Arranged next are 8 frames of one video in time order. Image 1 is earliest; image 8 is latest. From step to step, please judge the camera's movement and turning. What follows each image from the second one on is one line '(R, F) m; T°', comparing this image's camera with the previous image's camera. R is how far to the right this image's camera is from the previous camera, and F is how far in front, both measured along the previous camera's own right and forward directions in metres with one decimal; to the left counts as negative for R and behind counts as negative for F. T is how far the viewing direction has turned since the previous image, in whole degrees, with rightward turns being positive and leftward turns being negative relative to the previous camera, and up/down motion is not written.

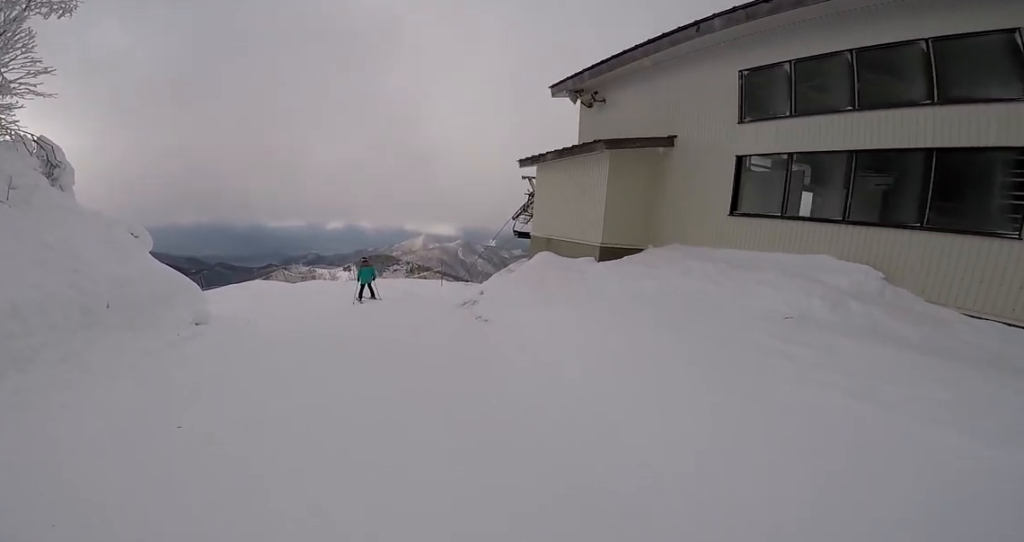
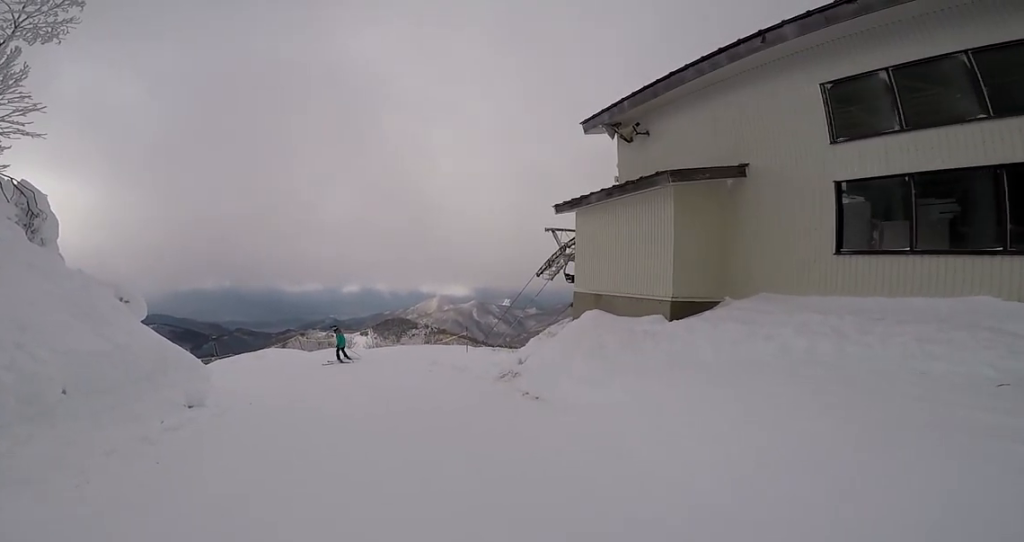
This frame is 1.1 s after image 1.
(0.0, +2.1) m; +5°
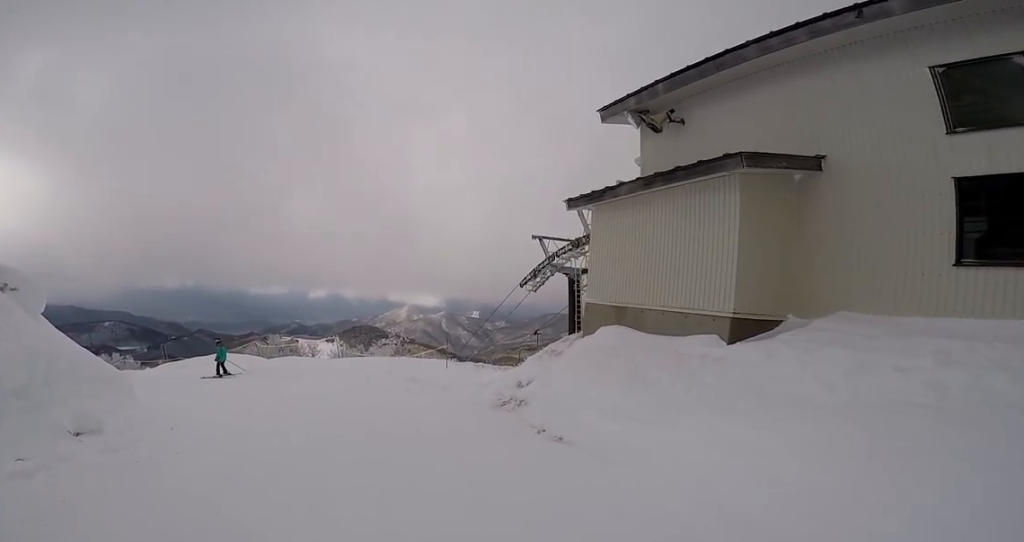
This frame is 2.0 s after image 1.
(+0.2, +2.2) m; -2°
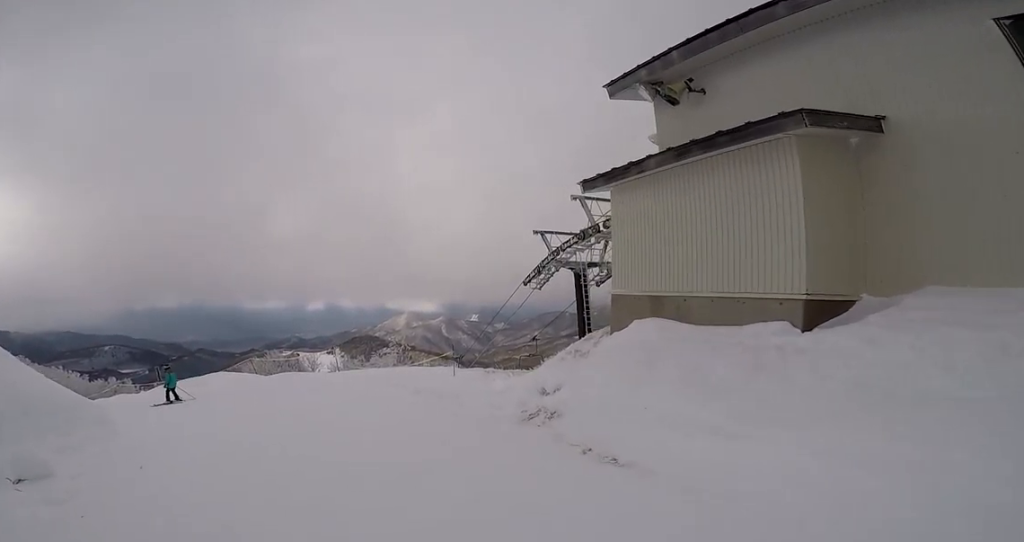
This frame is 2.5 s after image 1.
(-0.1, +1.2) m; -3°
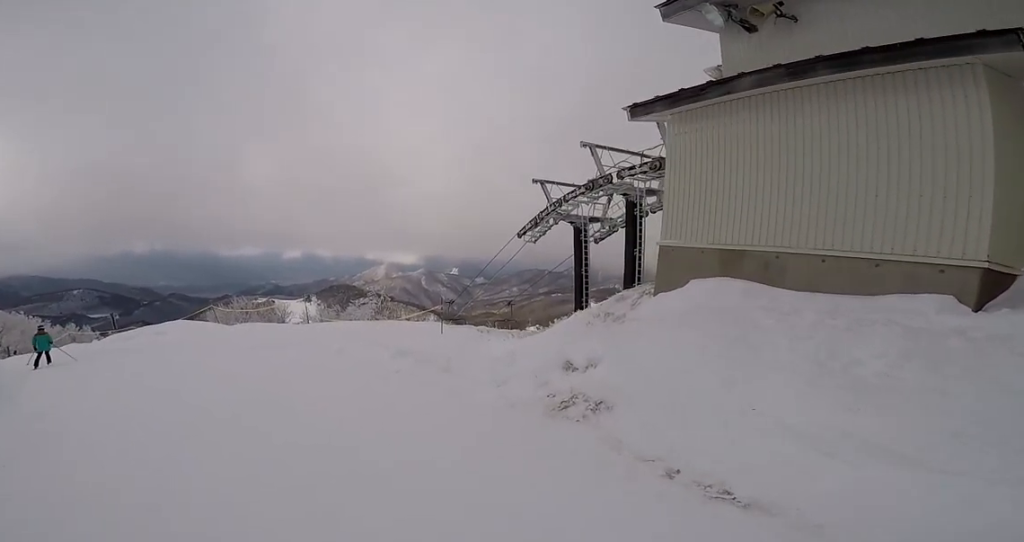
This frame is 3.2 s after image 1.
(-0.1, +1.9) m; -6°
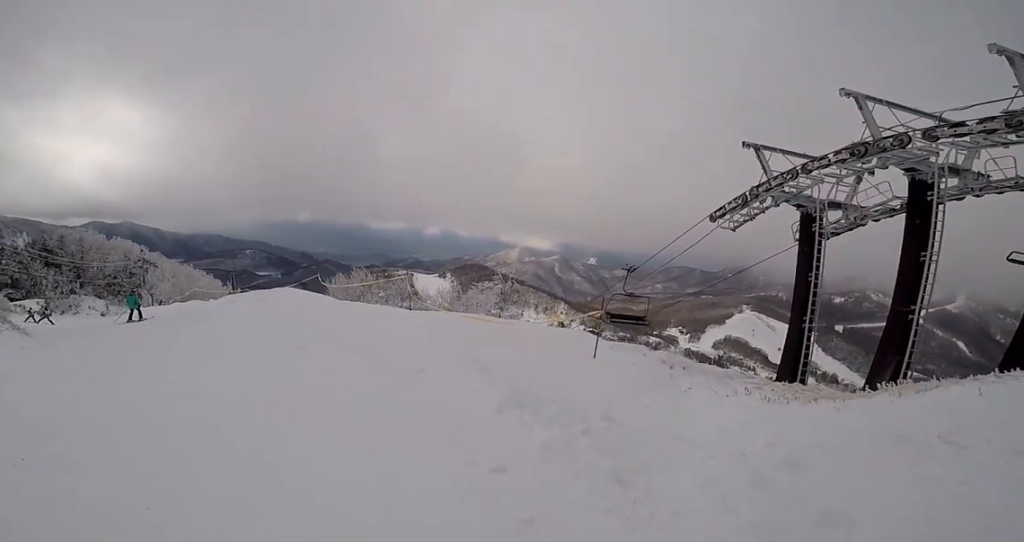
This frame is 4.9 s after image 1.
(-0.3, +5.2) m; -8°
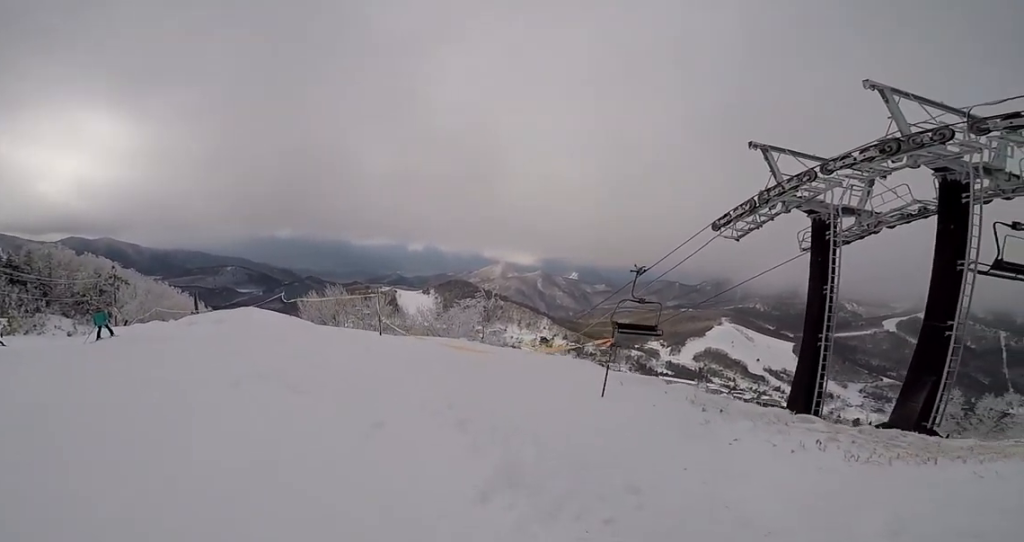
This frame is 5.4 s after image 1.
(-0.1, +1.8) m; -6°
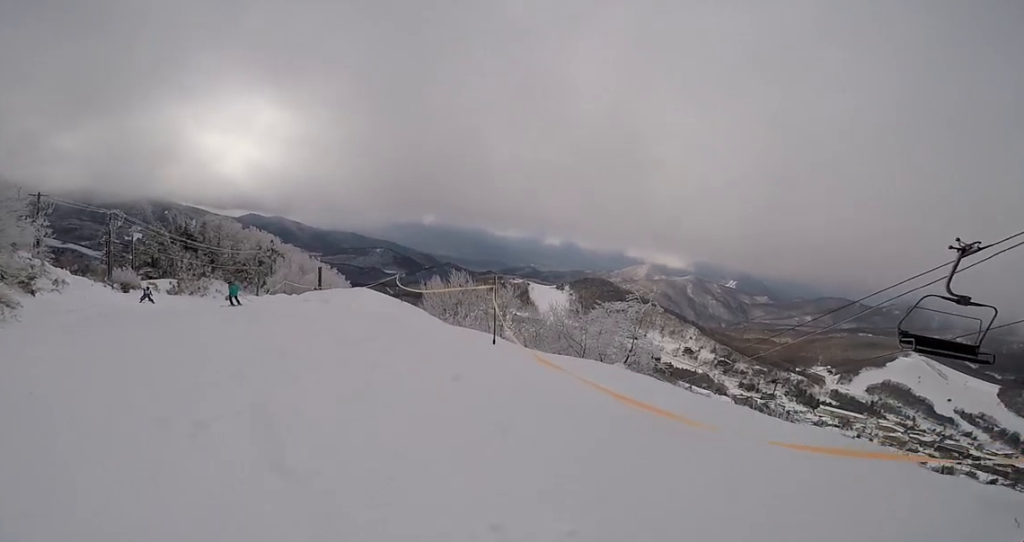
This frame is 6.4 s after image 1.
(-0.4, +3.3) m; -16°
